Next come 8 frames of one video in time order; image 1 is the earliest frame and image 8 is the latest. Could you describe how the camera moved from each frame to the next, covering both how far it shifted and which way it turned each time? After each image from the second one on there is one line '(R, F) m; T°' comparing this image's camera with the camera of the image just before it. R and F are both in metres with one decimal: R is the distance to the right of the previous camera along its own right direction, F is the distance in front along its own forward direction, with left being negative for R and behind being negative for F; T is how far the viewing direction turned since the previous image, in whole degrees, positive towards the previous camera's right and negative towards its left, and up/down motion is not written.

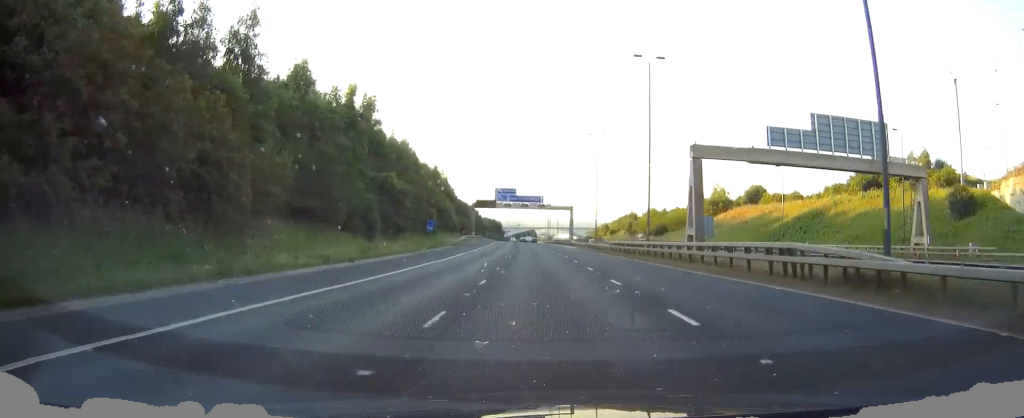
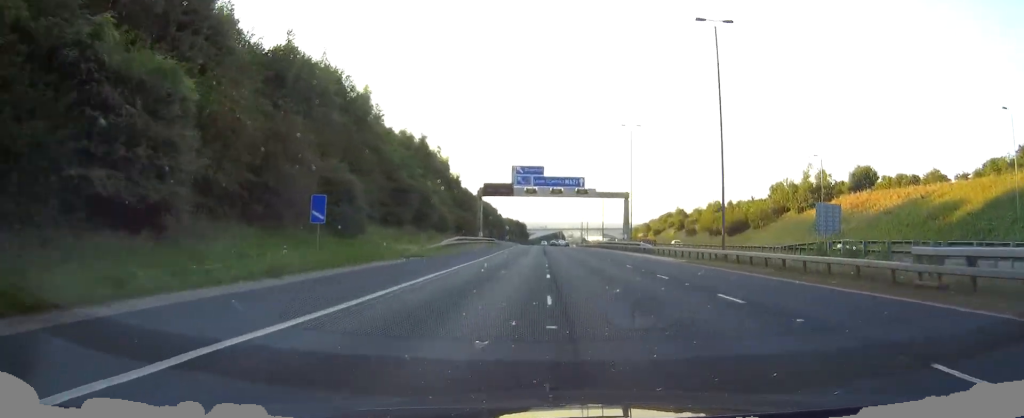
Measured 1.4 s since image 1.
(0.0, +48.9) m; 0°
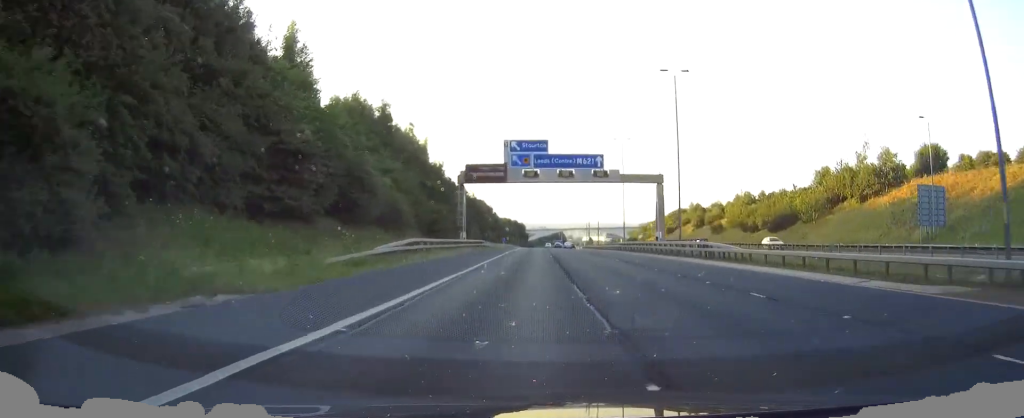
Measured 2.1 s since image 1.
(0.0, +26.3) m; 0°
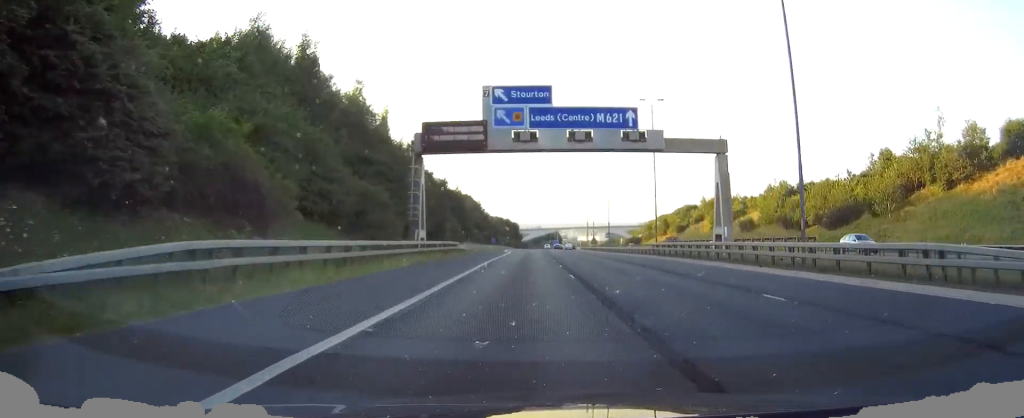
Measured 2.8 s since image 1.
(0.0, +26.4) m; 0°
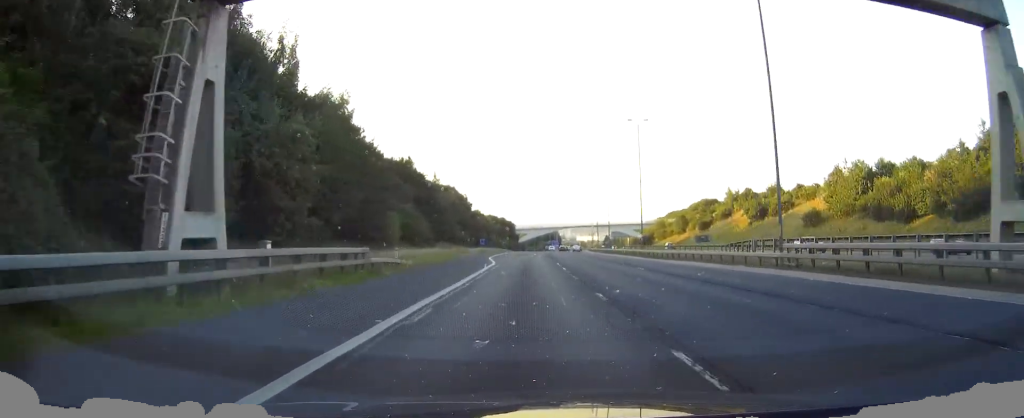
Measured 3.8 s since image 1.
(0.0, +33.7) m; 0°
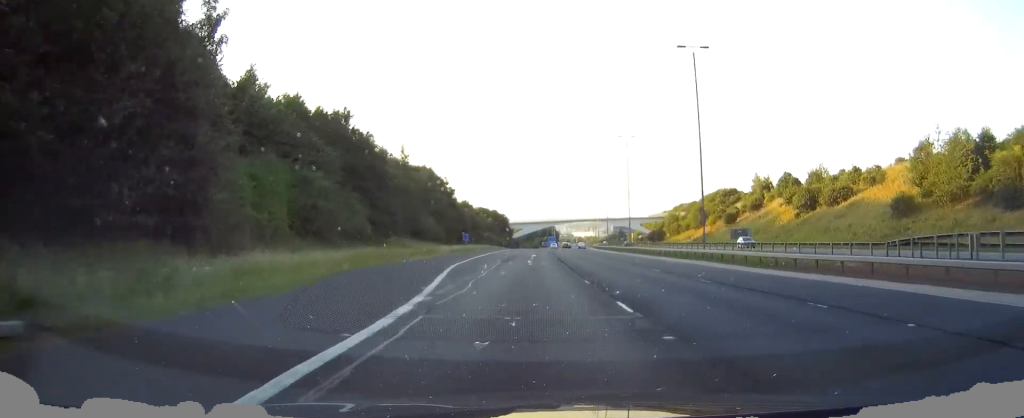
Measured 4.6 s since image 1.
(0.0, +28.9) m; 0°
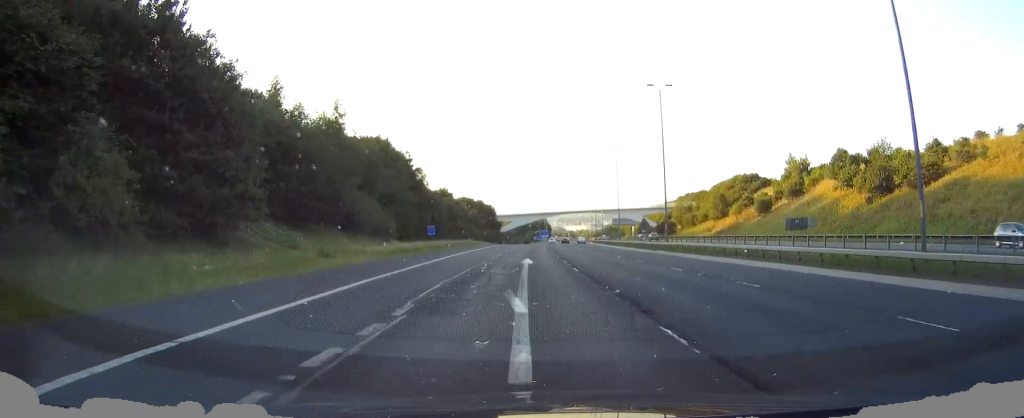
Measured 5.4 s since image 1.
(0.0, +30.2) m; 0°
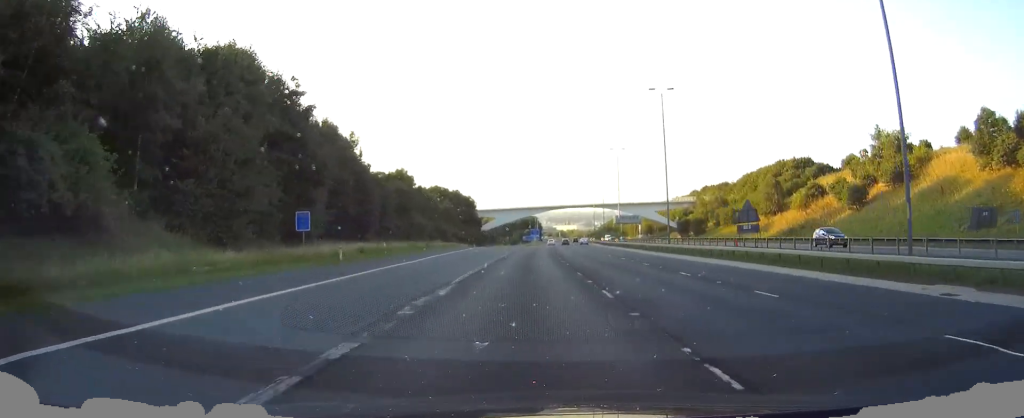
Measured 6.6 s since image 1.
(0.0, +44.8) m; 0°
